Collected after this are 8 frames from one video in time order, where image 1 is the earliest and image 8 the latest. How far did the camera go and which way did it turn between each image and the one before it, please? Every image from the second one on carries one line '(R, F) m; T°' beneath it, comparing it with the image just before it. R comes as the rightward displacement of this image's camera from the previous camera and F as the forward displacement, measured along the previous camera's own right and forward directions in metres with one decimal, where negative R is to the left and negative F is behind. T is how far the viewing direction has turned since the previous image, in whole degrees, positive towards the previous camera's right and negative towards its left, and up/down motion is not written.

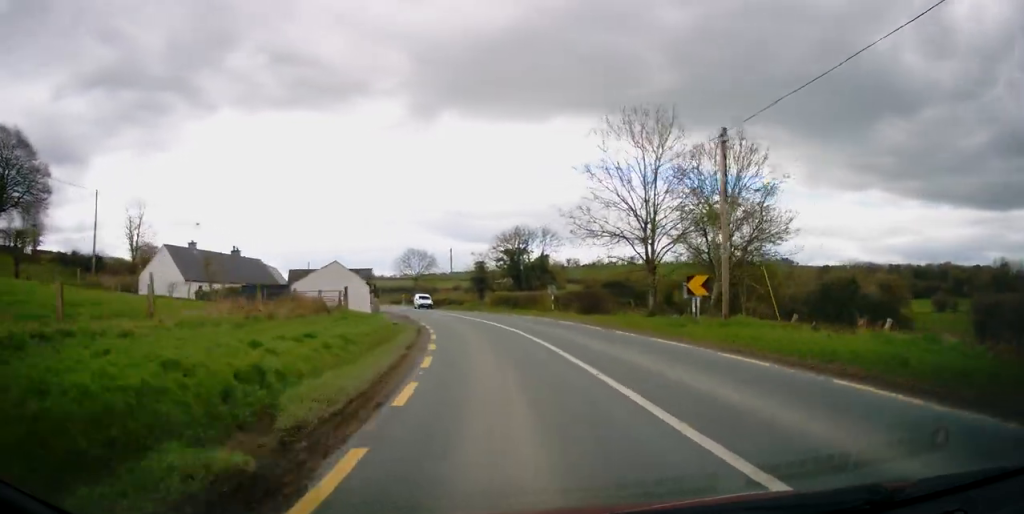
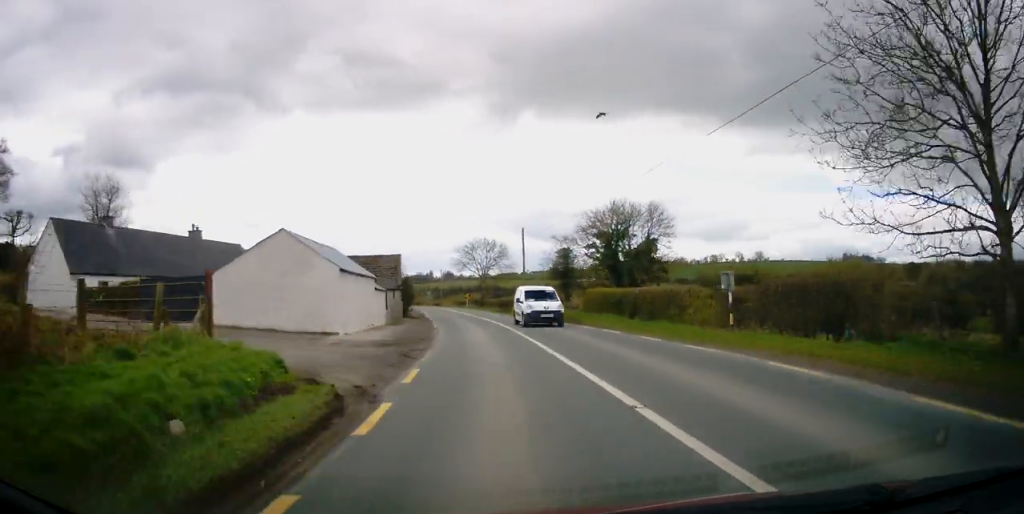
(-1.1, +21.2) m; -8°
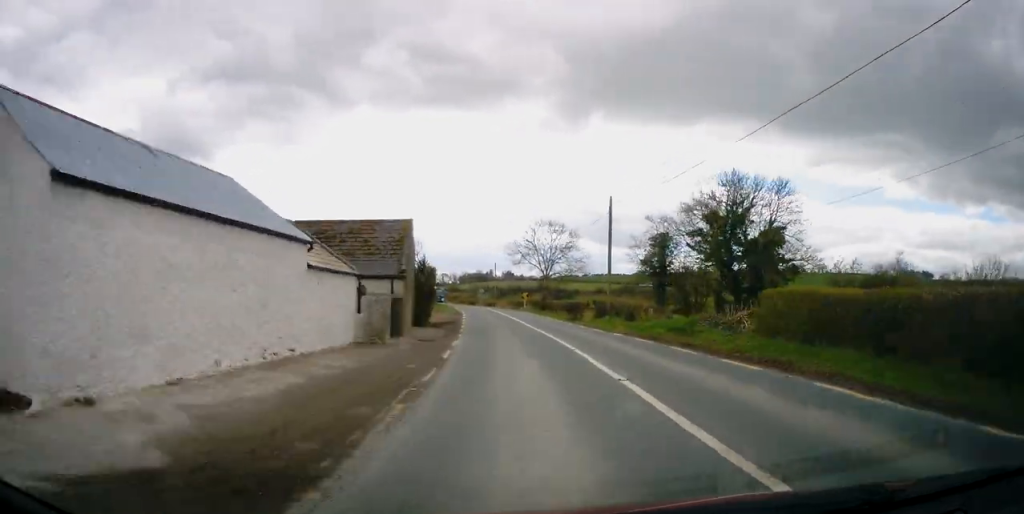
(-1.2, +16.4) m; -5°
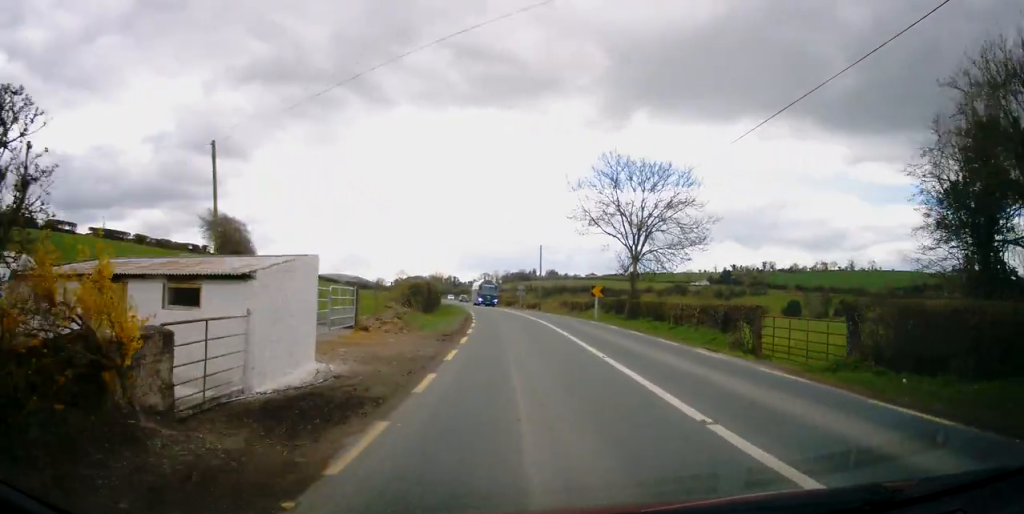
(-1.1, +28.9) m; -4°
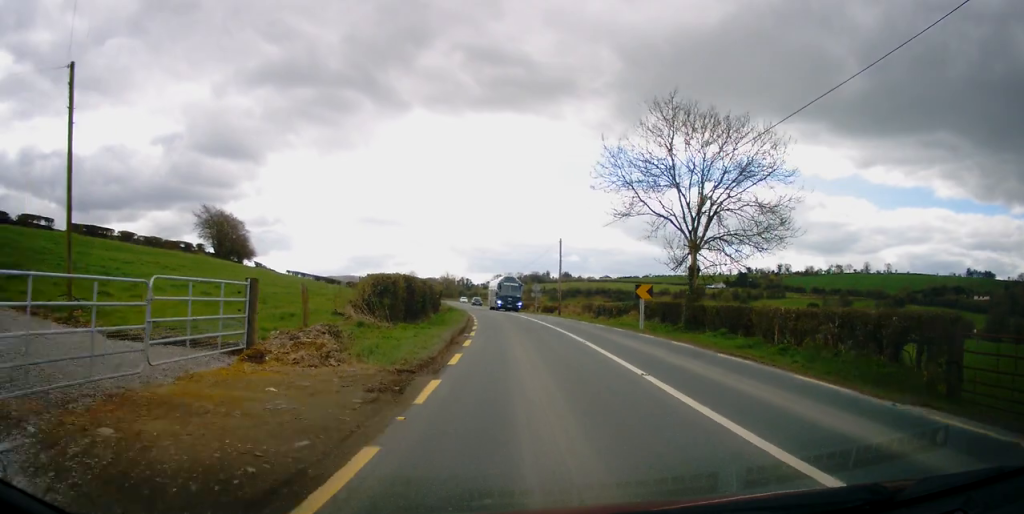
(0.0, +9.3) m; -2°
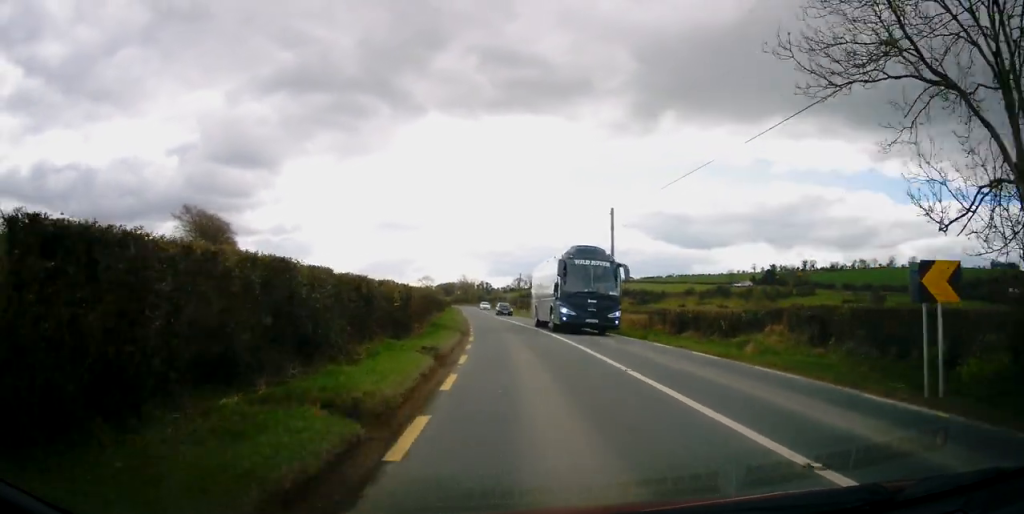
(-0.6, +18.2) m; -3°
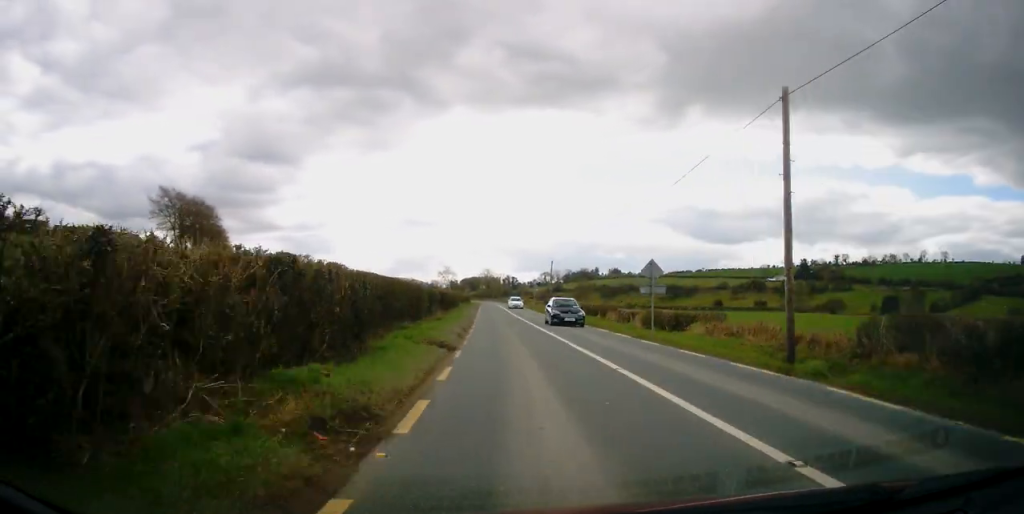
(-0.4, +19.1) m; -2°
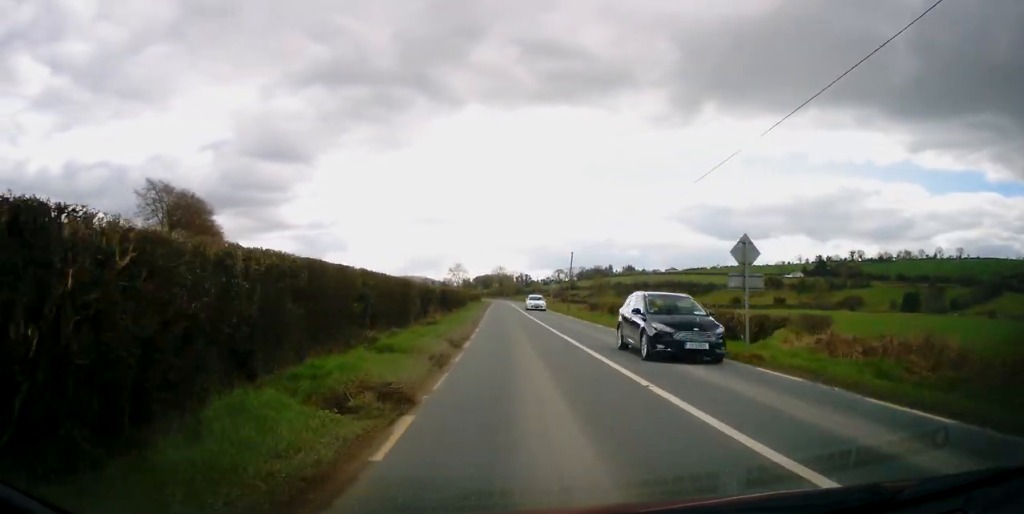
(-0.1, +9.0) m; -1°
